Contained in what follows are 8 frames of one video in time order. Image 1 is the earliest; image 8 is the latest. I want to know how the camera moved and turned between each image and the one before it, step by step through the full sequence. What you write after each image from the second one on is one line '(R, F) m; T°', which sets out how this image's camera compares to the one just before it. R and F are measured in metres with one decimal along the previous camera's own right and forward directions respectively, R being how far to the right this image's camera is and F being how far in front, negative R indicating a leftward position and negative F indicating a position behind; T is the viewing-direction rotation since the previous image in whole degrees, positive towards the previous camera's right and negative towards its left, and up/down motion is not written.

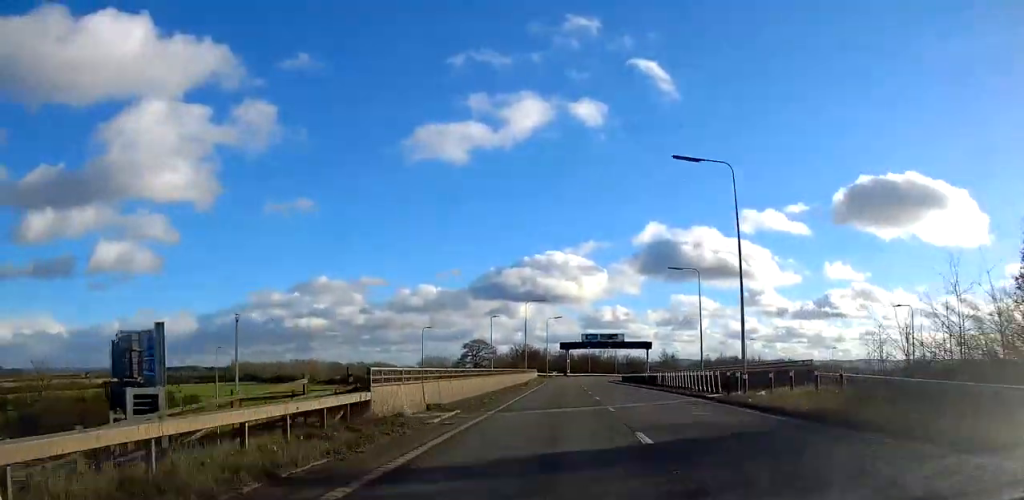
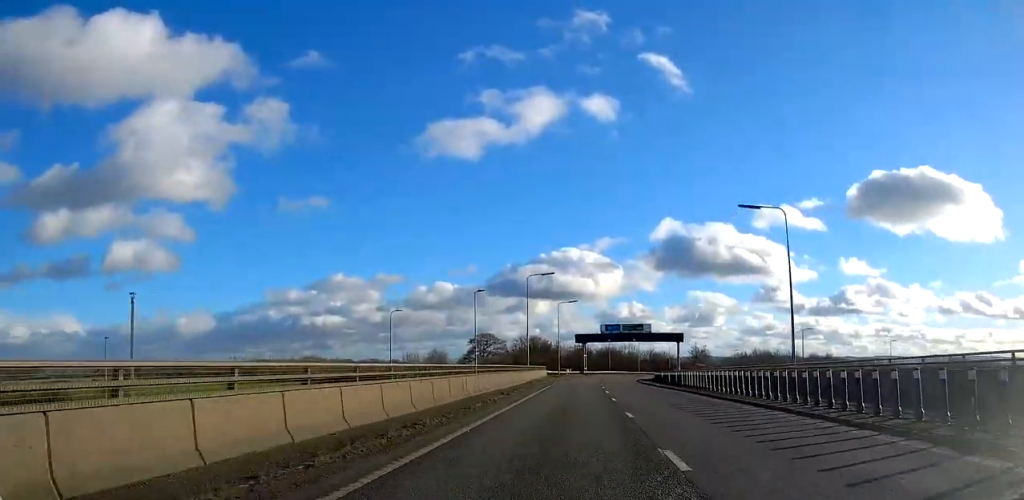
(-0.5, +21.5) m; -2°
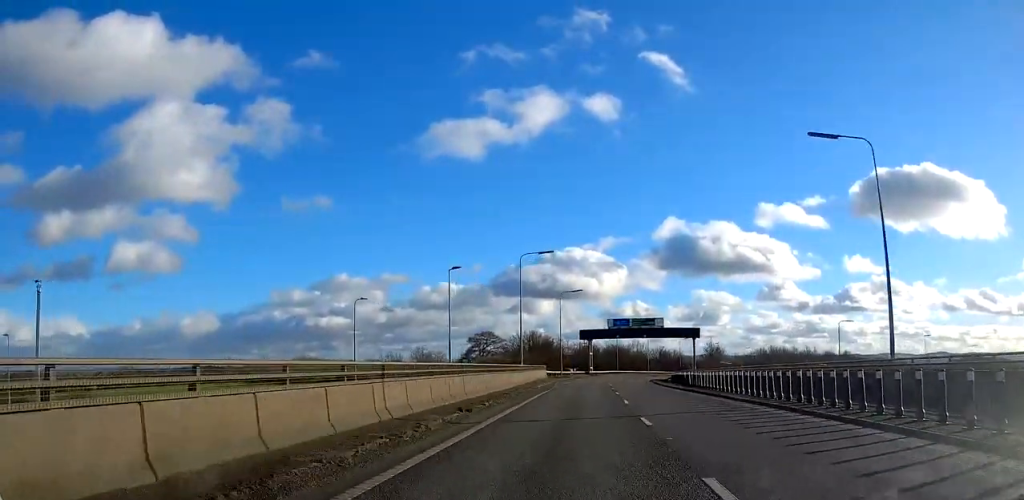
(-0.1, +11.9) m; 0°
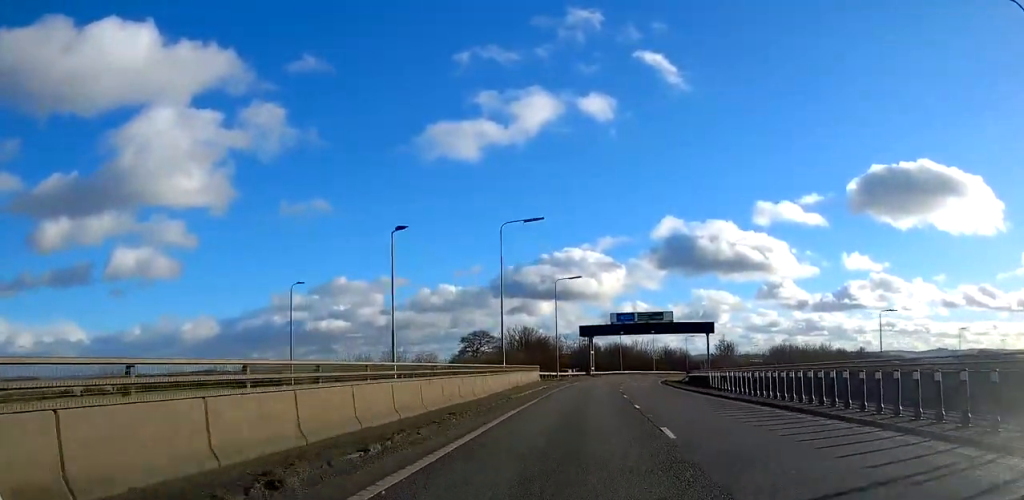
(0.0, +12.0) m; 0°
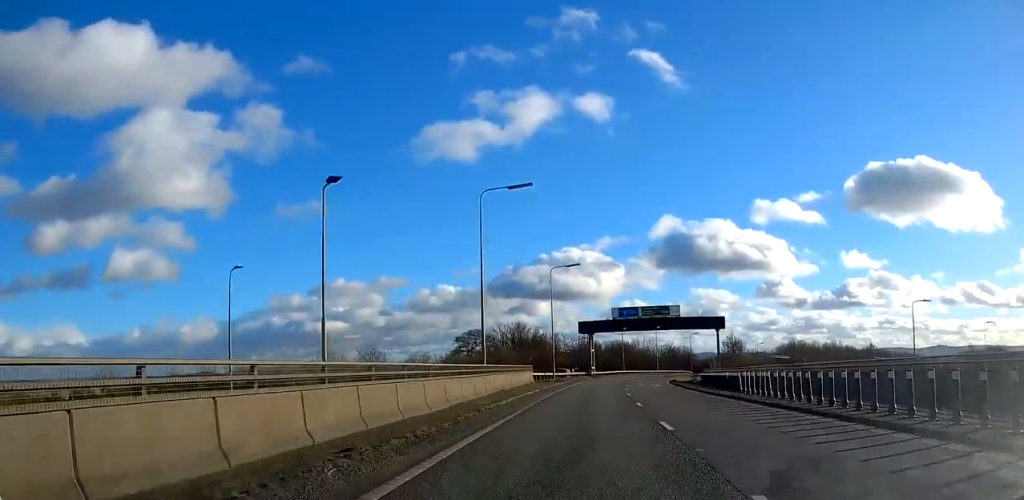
(0.0, +7.7) m; 0°
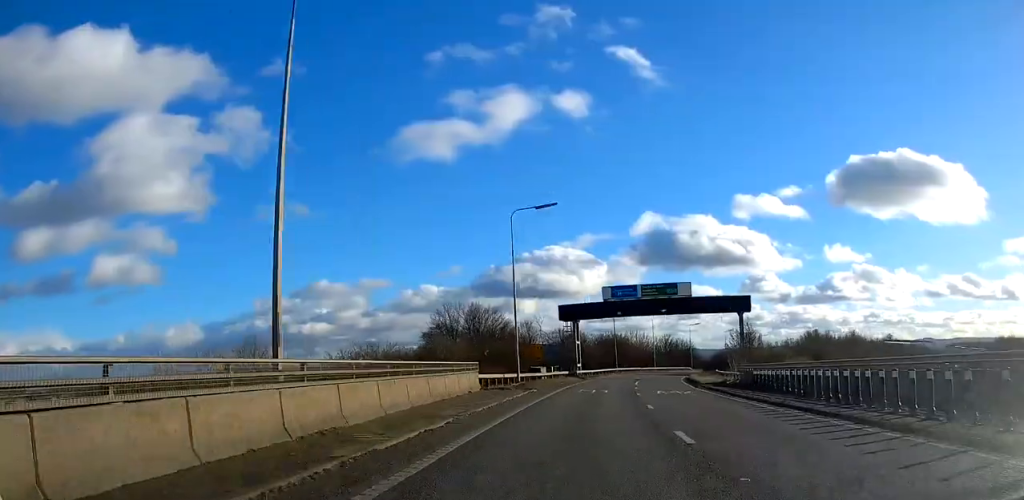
(+0.1, +21.3) m; +1°
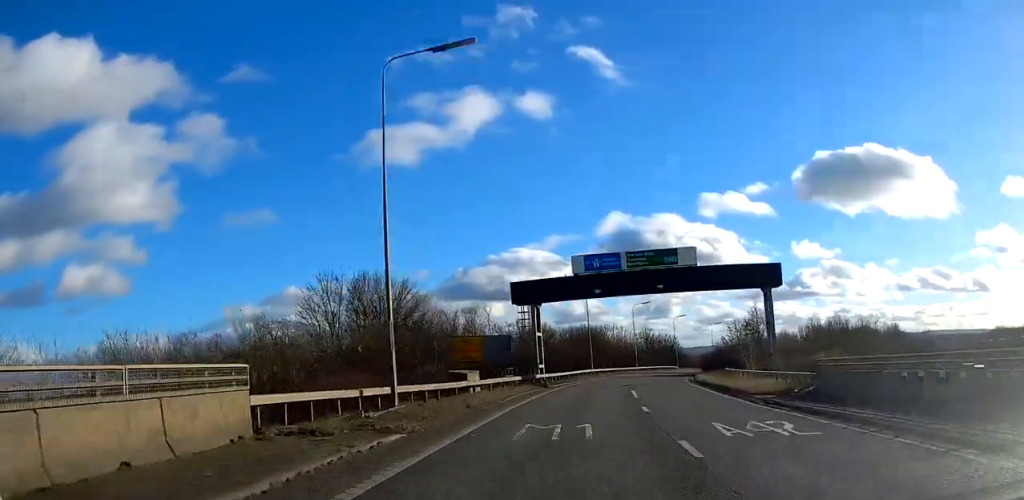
(+0.4, +19.7) m; +3°
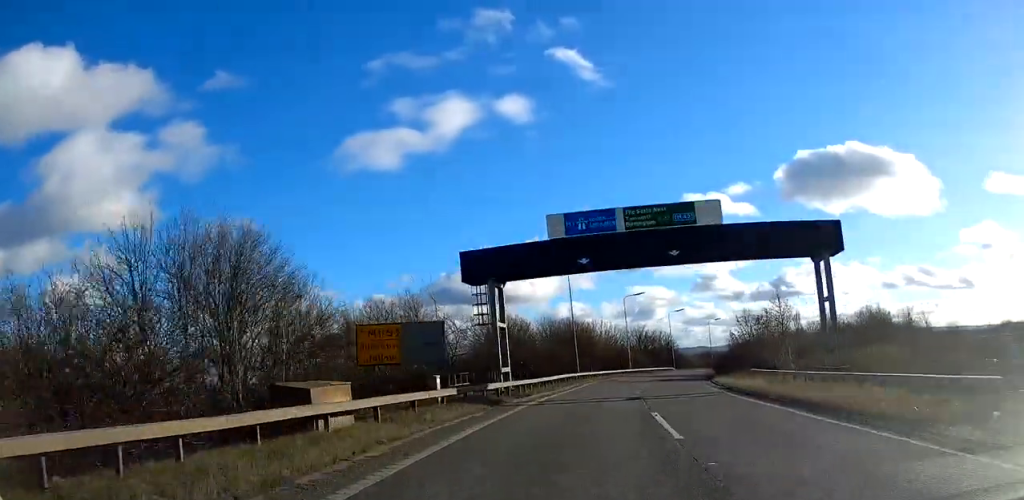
(+0.2, +14.7) m; +3°
